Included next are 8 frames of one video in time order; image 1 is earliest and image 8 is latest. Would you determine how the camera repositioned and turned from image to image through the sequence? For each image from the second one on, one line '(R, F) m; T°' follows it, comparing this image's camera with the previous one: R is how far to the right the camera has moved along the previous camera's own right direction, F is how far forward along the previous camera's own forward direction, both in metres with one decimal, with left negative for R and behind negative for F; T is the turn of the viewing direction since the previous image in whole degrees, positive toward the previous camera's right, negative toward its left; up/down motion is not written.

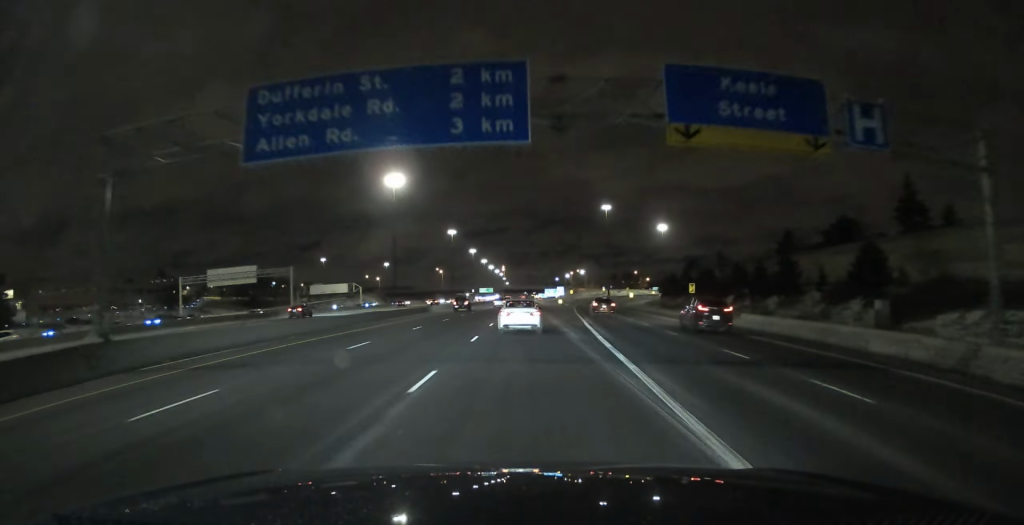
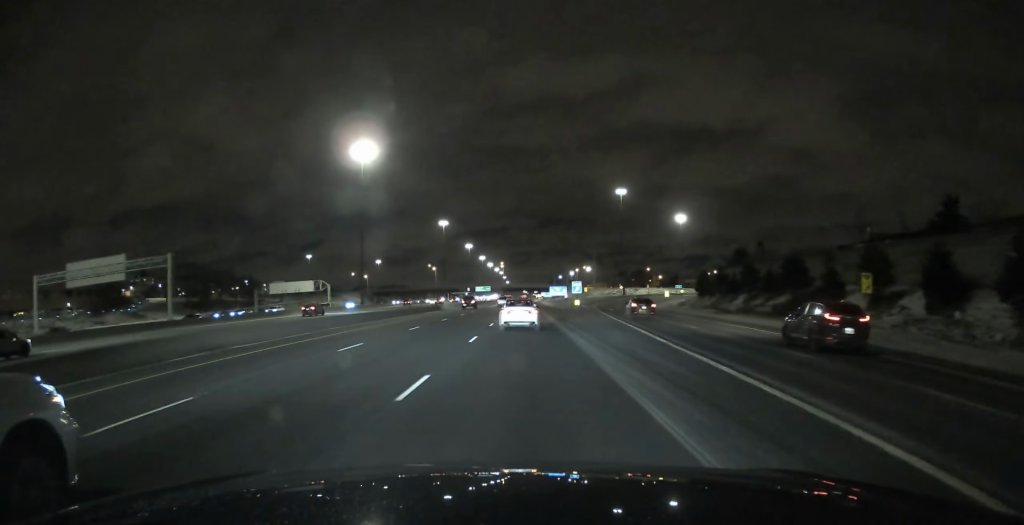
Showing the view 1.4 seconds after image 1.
(-0.1, +37.9) m; 0°
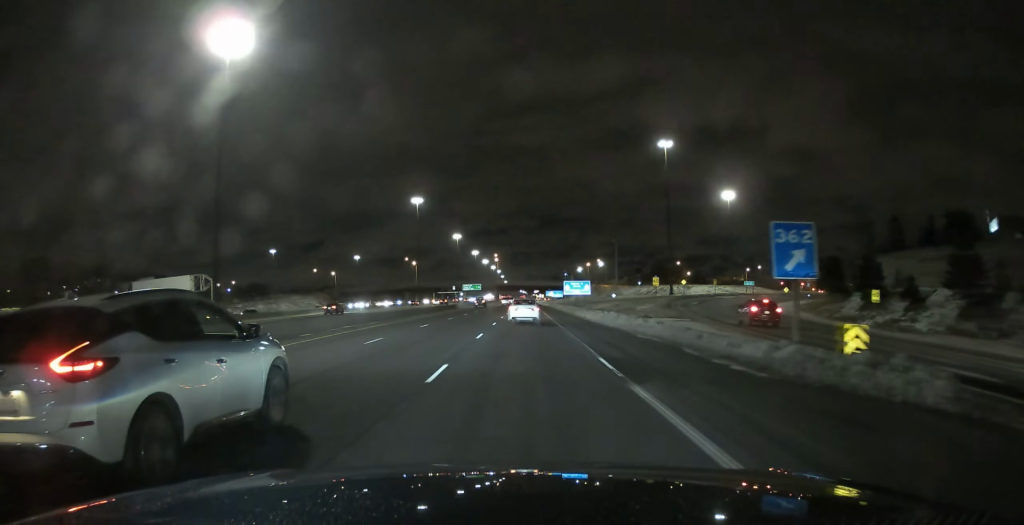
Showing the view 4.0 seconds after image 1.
(0.0, +72.4) m; 0°
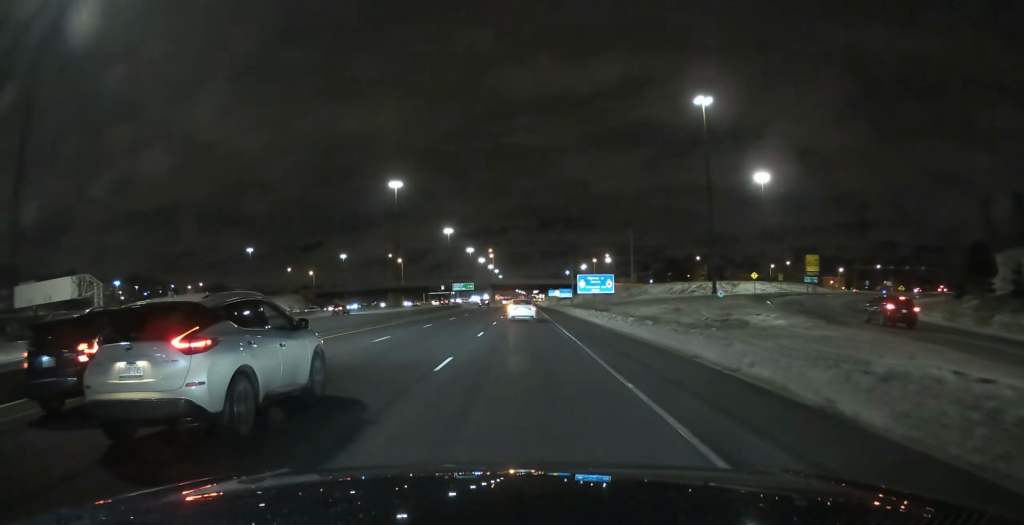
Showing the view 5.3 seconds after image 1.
(0.0, +35.6) m; 0°
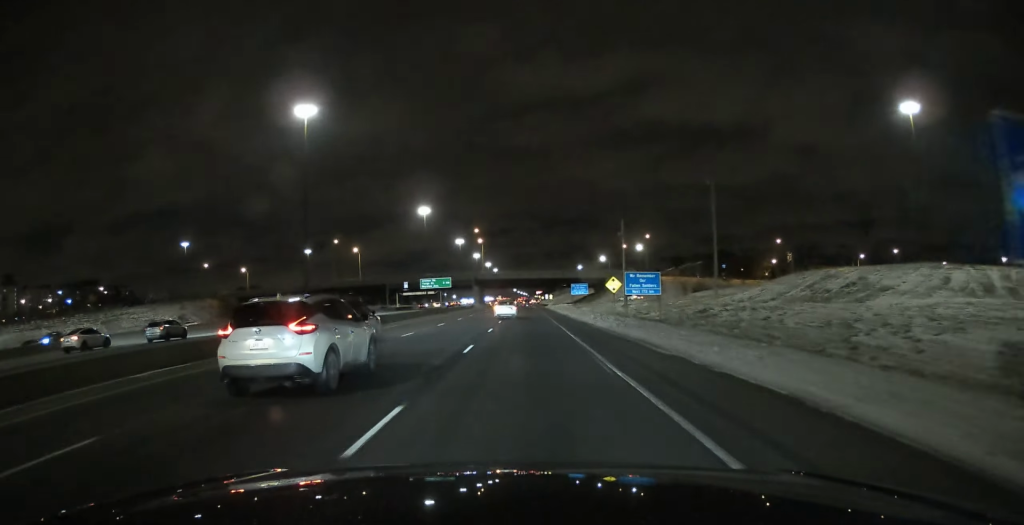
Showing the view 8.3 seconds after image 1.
(-0.2, +81.5) m; 0°
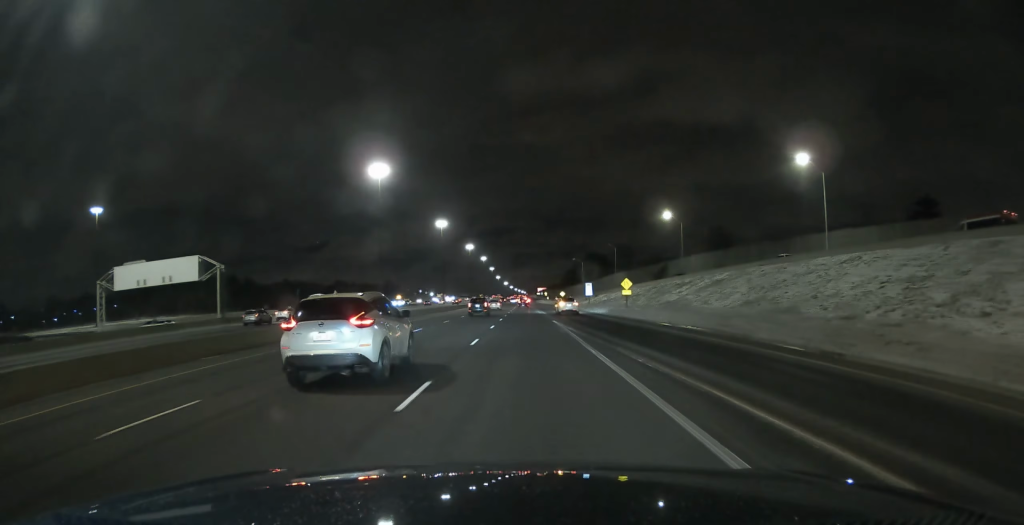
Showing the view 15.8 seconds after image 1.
(+0.7, +209.7) m; 0°
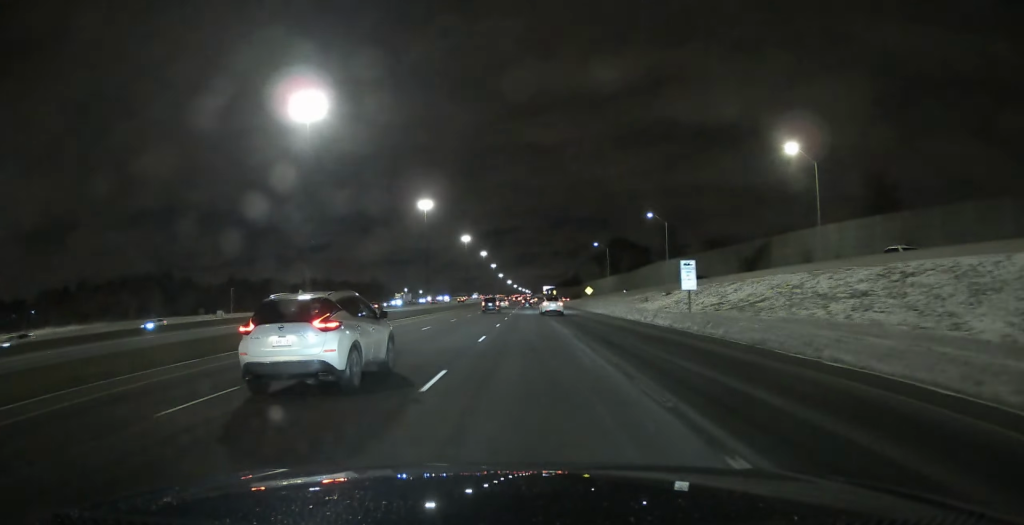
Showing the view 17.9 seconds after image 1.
(0.0, +60.1) m; 0°
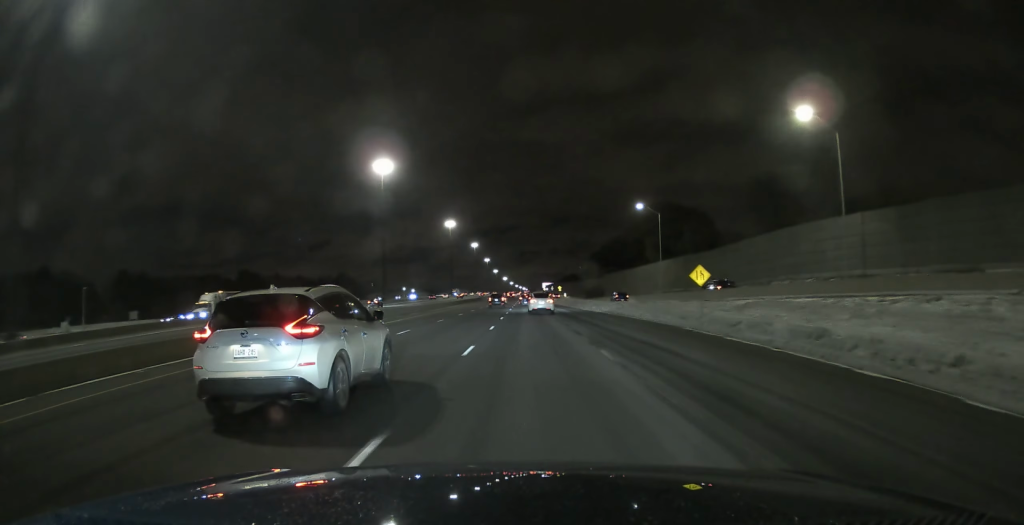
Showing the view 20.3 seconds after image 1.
(-0.2, +66.8) m; 0°
